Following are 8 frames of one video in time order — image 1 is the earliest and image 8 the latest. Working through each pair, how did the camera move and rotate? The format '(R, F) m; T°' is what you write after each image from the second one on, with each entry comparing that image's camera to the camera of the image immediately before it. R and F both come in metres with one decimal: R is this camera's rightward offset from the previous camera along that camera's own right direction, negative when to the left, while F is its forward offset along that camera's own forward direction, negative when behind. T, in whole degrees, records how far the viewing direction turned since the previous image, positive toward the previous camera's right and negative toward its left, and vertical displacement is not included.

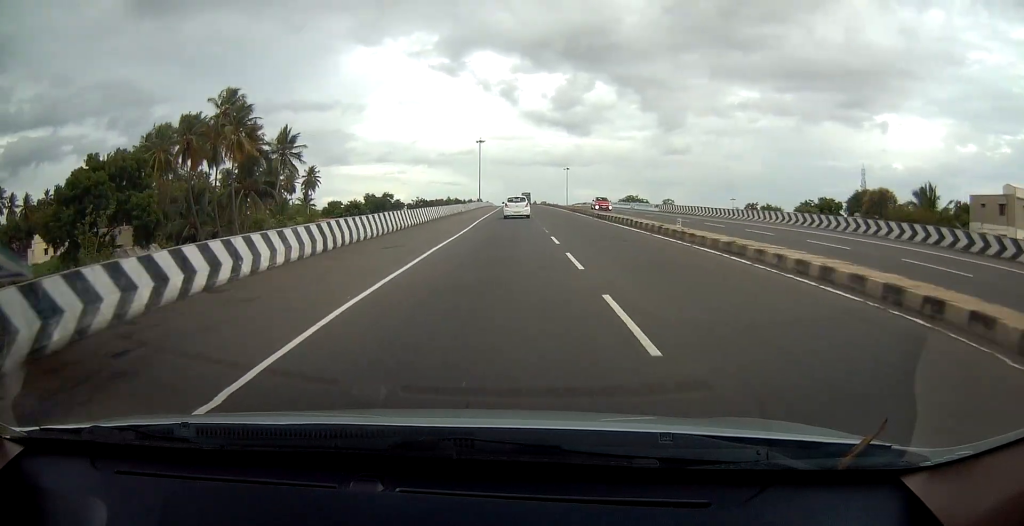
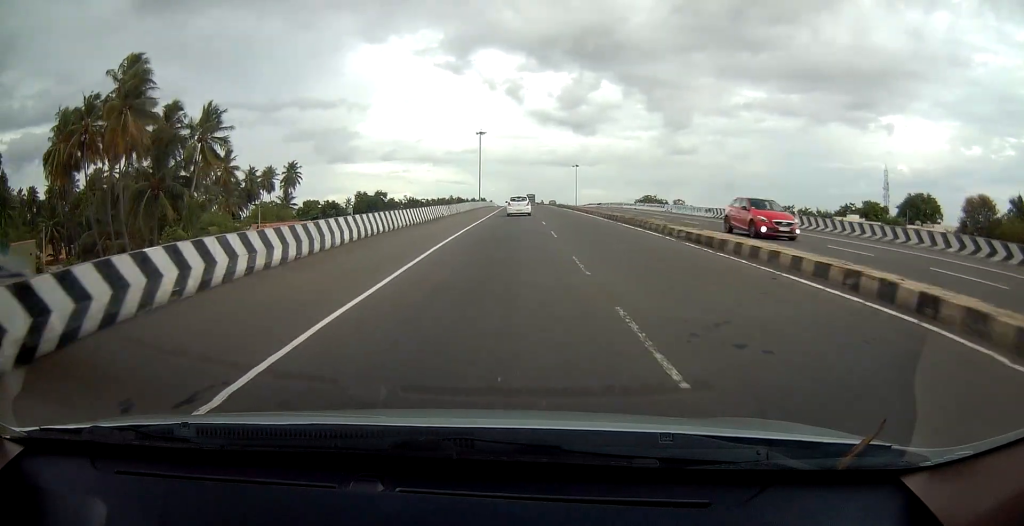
(0.0, +18.7) m; -1°
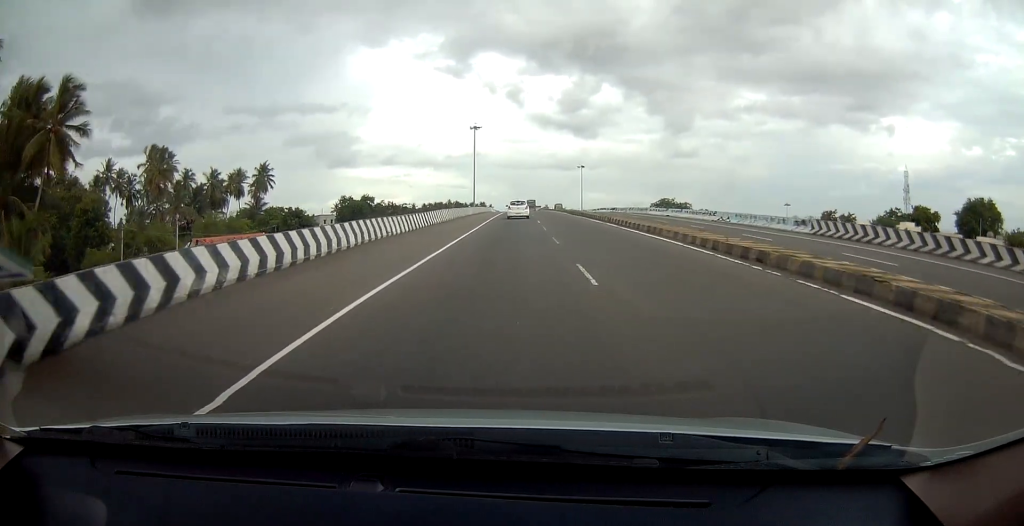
(-0.2, +18.9) m; 0°
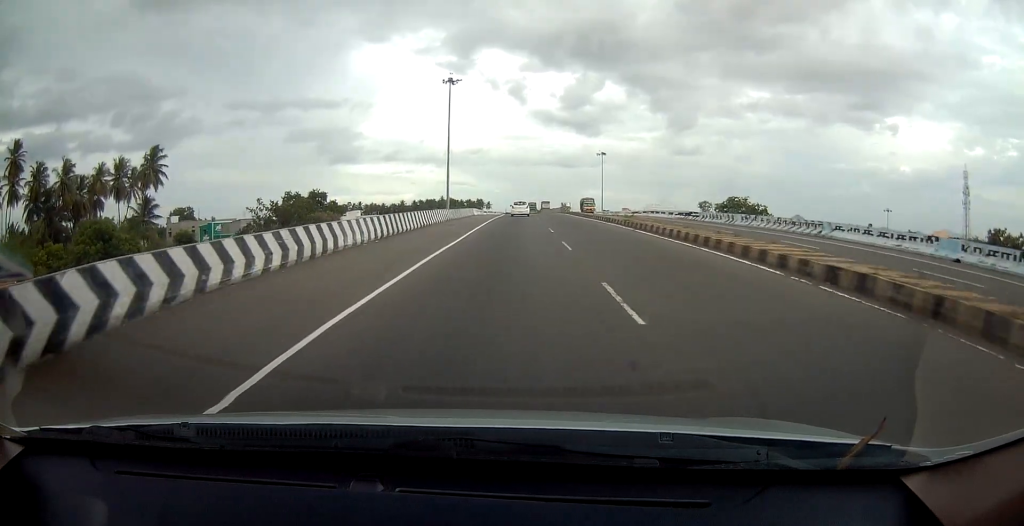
(-0.2, +48.2) m; -1°
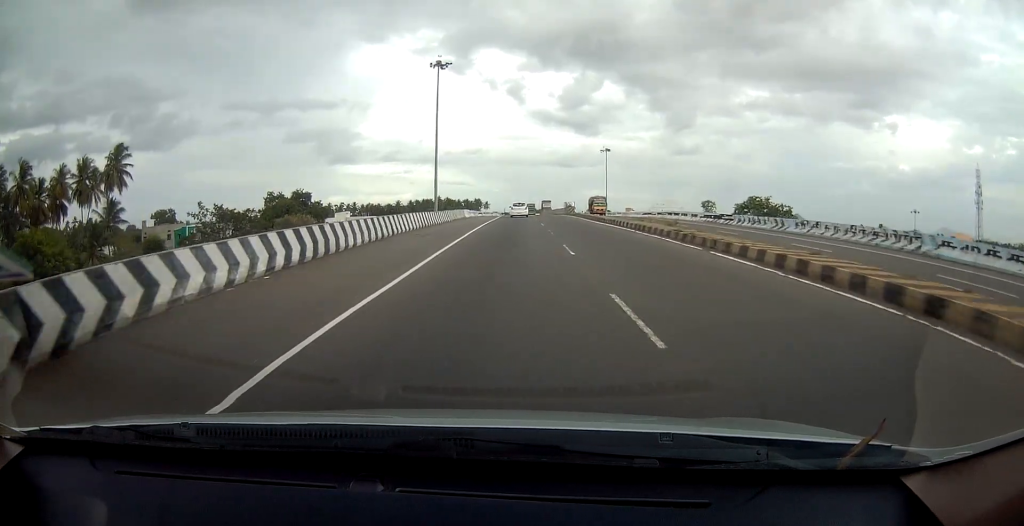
(-0.1, +10.0) m; 0°
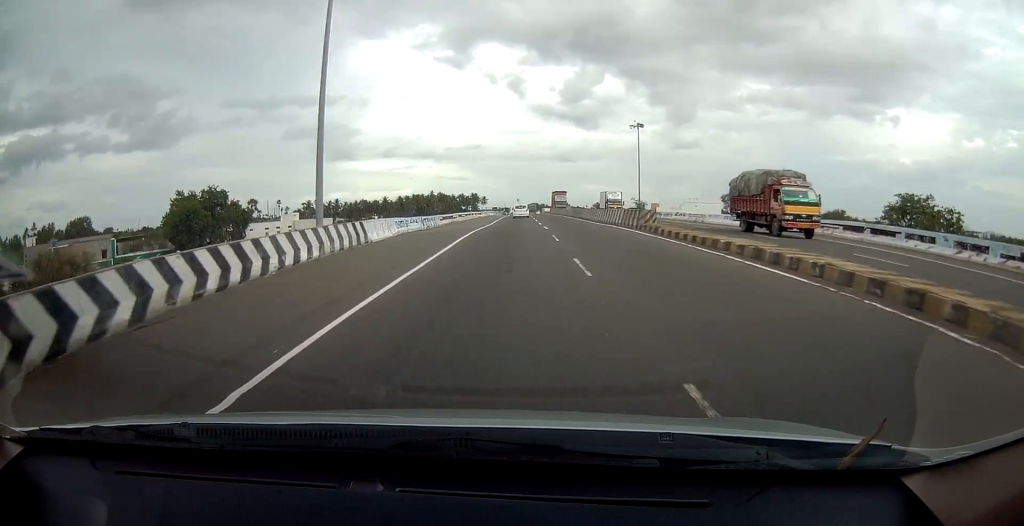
(+0.3, +40.1) m; 0°
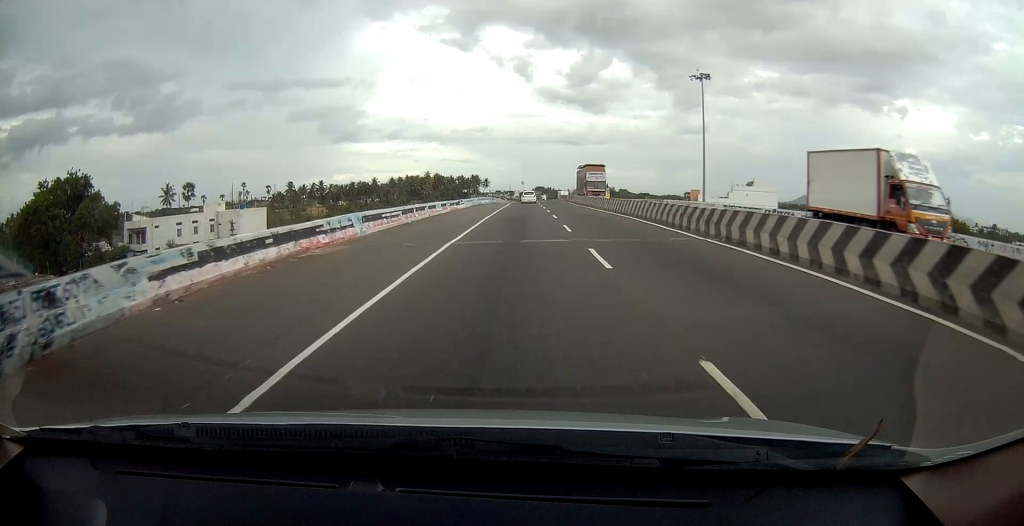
(0.0, +35.9) m; -1°
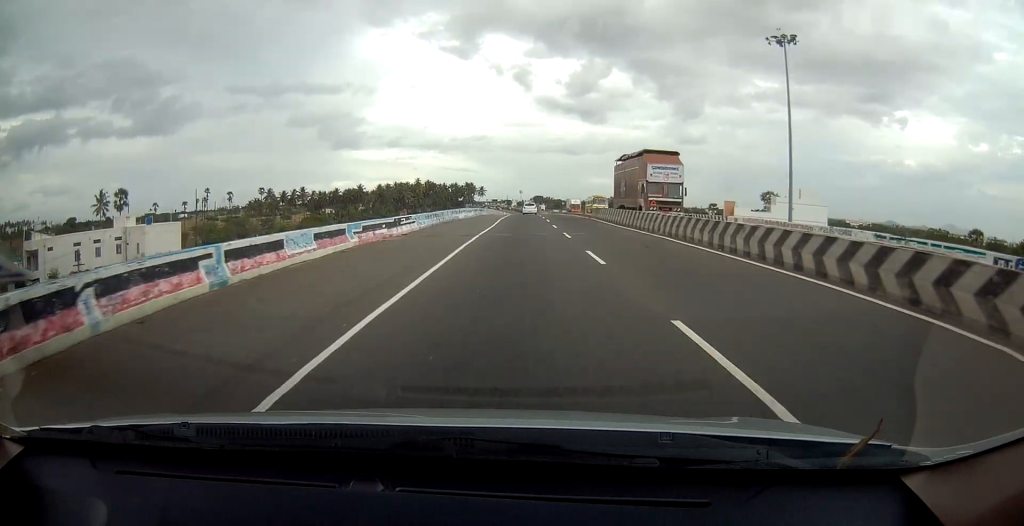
(-0.2, +24.3) m; 0°
